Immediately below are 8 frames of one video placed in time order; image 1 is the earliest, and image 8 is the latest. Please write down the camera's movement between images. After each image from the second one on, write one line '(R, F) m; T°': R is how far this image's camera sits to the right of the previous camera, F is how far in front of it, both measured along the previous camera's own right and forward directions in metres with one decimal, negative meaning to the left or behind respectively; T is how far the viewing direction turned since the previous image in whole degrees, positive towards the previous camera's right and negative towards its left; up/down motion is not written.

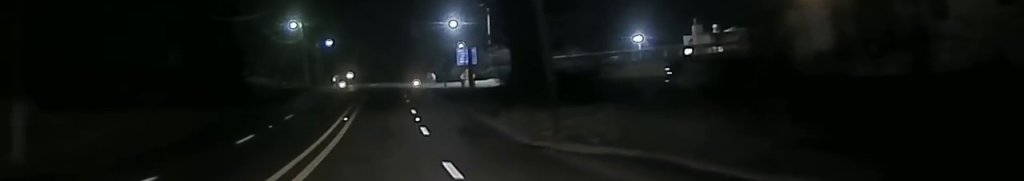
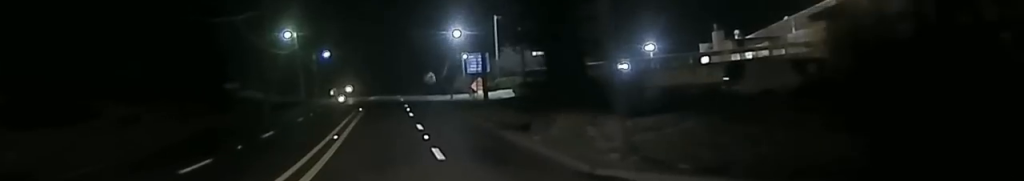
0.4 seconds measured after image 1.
(+0.2, +7.4) m; +1°
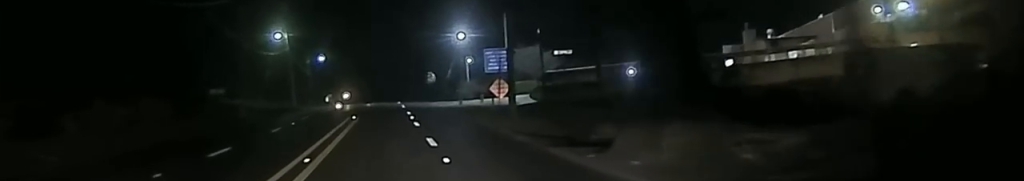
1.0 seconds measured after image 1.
(+0.1, +9.1) m; +1°
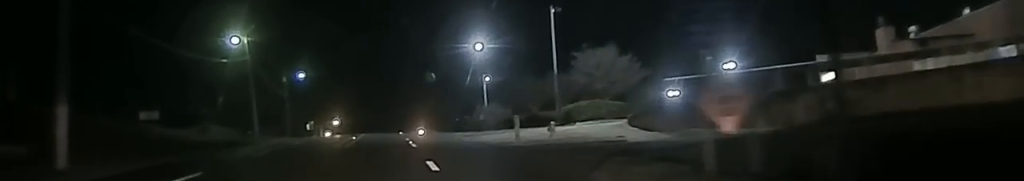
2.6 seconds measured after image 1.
(+0.1, +26.5) m; 0°
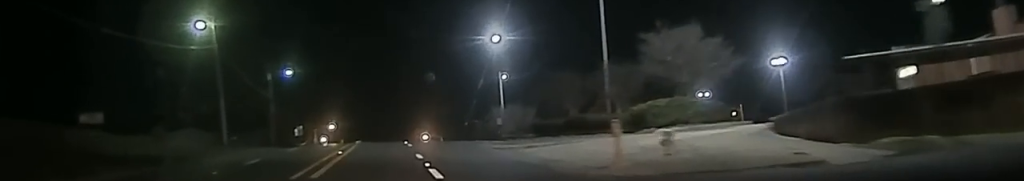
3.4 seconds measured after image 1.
(0.0, +14.8) m; 0°
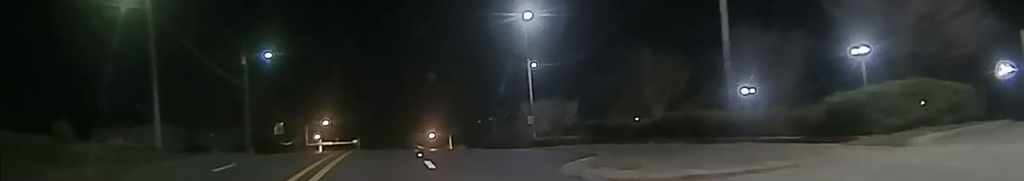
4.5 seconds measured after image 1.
(0.0, +17.2) m; 0°
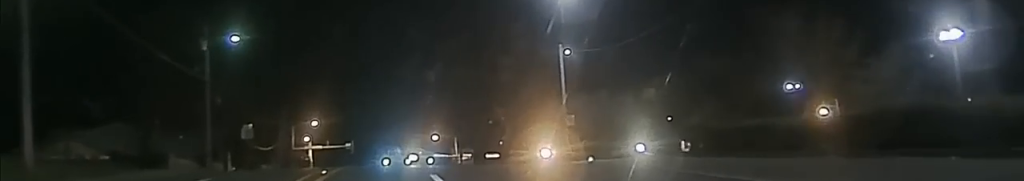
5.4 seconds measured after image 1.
(0.0, +14.8) m; 0°
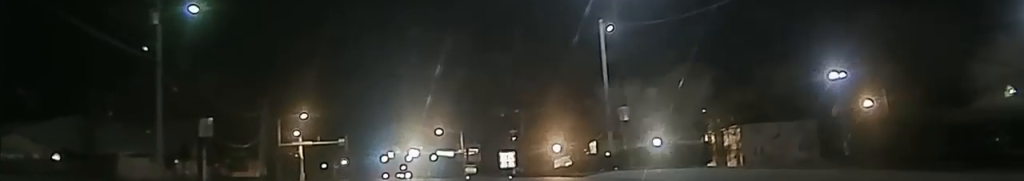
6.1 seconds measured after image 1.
(0.0, +11.3) m; +1°
